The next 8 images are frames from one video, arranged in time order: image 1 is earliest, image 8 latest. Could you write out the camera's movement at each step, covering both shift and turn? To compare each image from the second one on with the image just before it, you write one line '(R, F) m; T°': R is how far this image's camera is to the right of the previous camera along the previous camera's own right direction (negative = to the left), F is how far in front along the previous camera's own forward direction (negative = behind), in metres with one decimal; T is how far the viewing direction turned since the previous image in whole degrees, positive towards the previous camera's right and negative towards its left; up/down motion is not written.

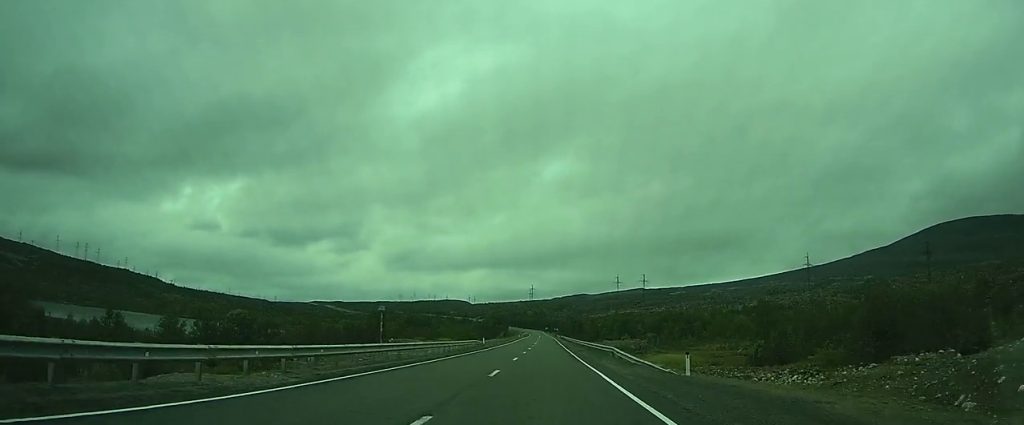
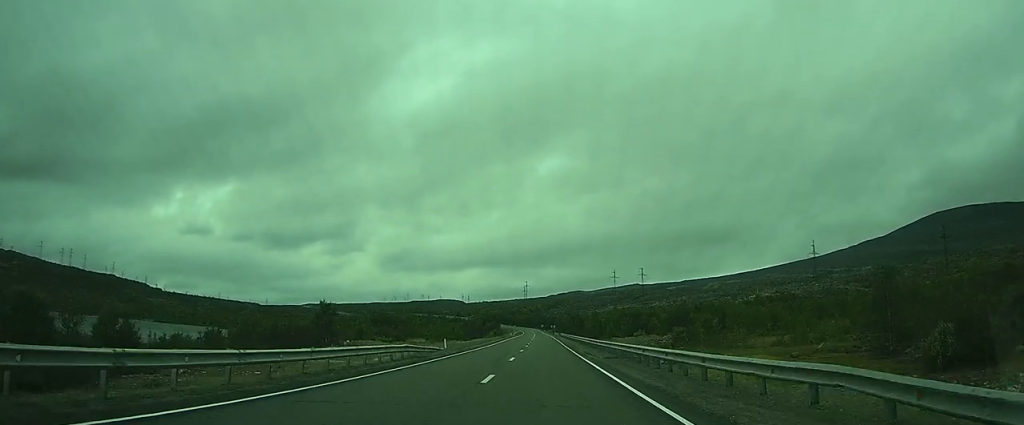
(-0.1, +26.9) m; 0°
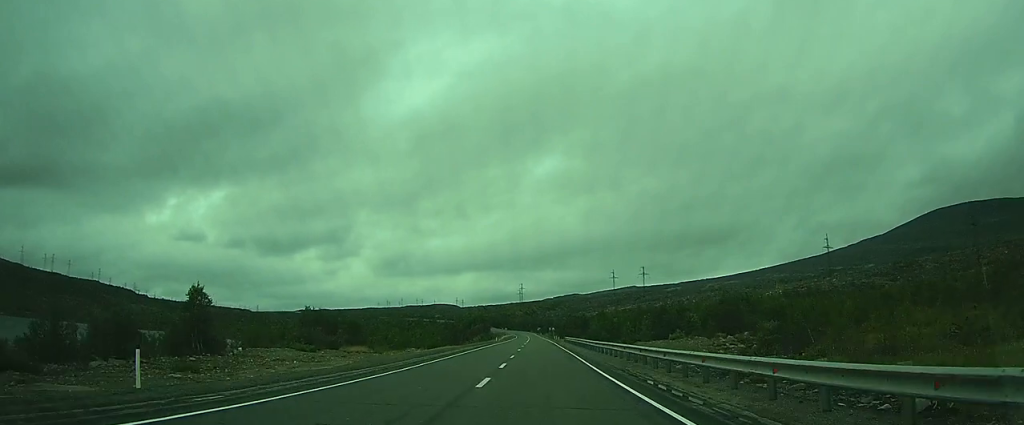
(-0.1, +36.6) m; 0°
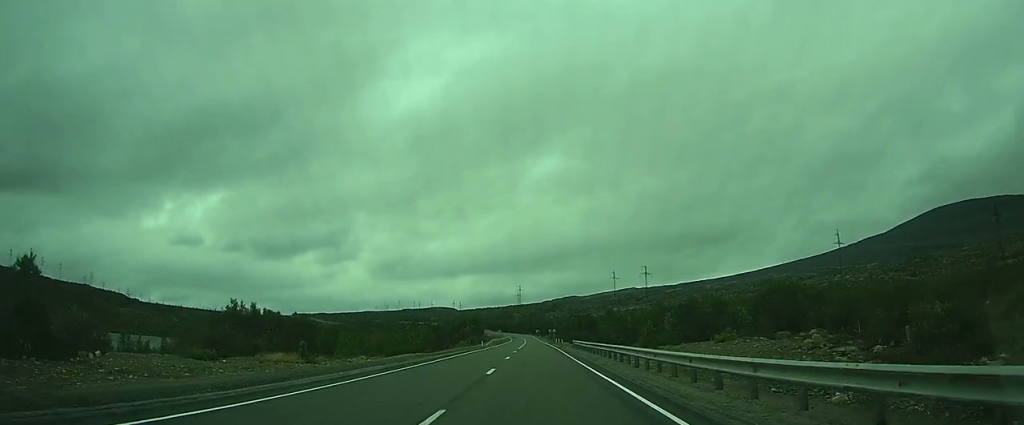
(+0.1, +23.5) m; 0°
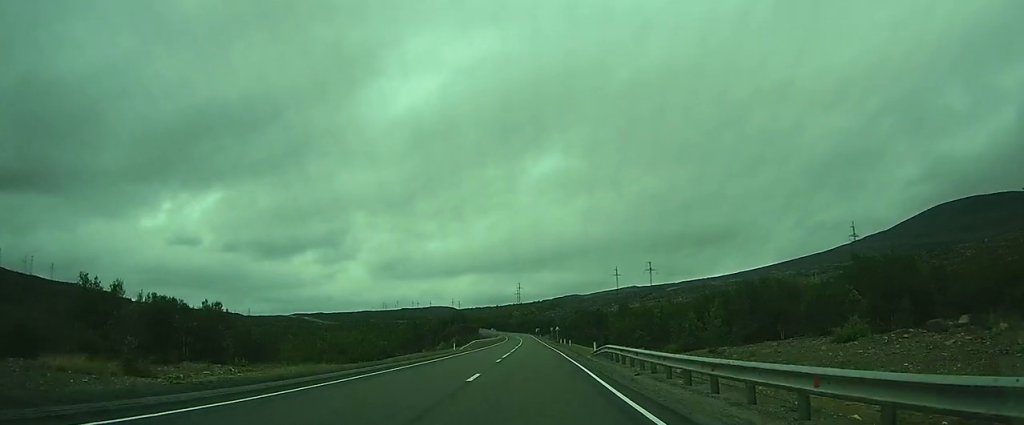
(-0.1, +26.7) m; 0°
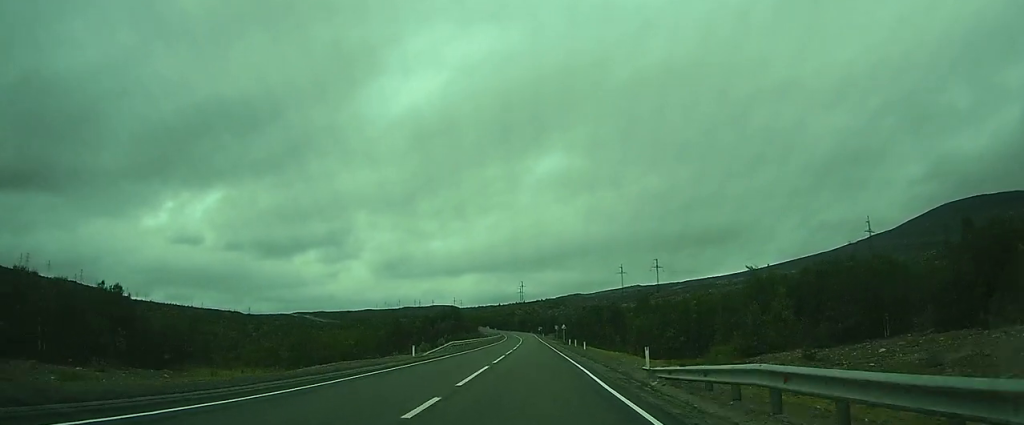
(+0.1, +19.4) m; 0°
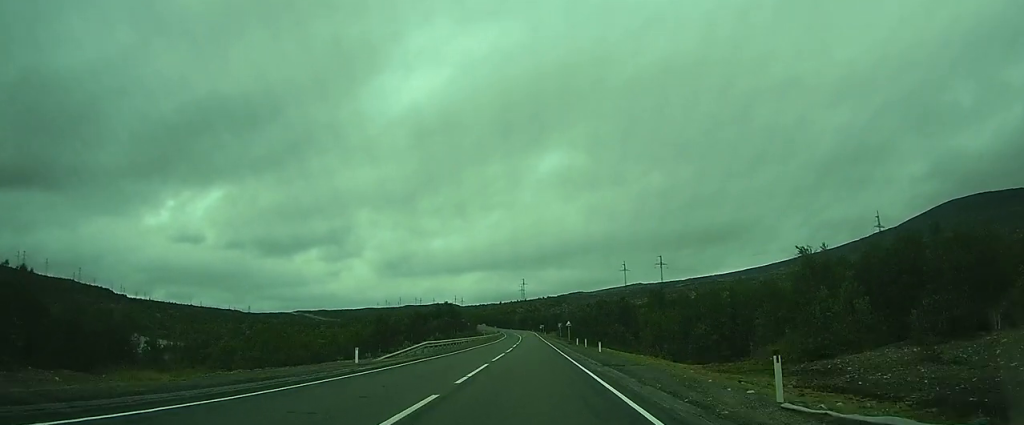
(0.0, +12.1) m; 0°
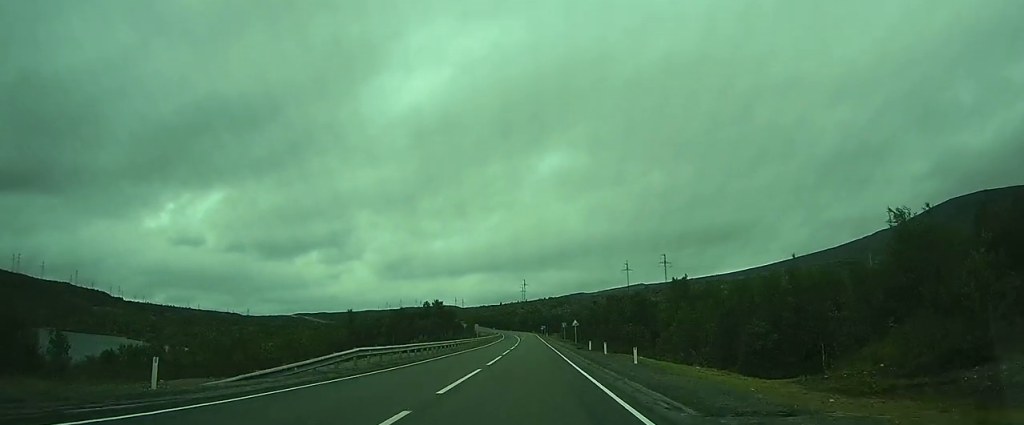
(0.0, +14.5) m; 0°
